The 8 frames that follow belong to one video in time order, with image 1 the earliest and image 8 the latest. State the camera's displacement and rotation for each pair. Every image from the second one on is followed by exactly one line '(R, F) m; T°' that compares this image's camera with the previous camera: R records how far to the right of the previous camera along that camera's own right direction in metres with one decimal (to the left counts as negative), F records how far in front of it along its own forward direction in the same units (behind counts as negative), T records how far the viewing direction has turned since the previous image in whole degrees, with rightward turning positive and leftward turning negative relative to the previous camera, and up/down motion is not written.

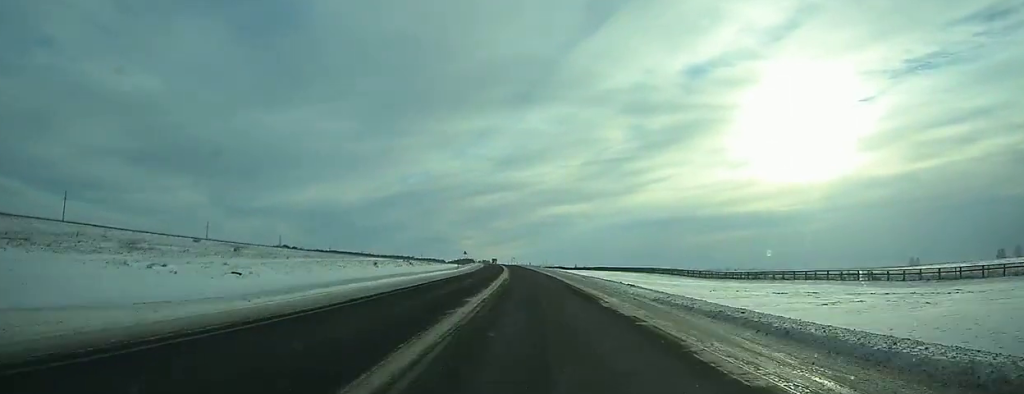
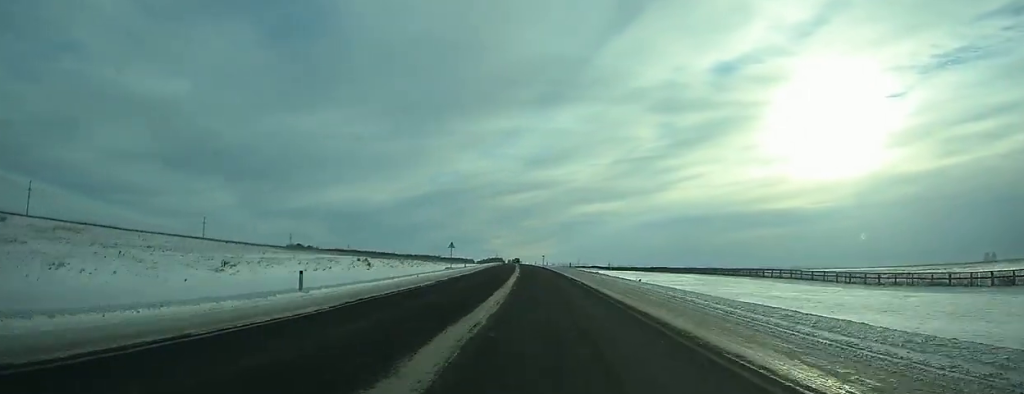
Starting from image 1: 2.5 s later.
(-1.2, +58.3) m; -2°
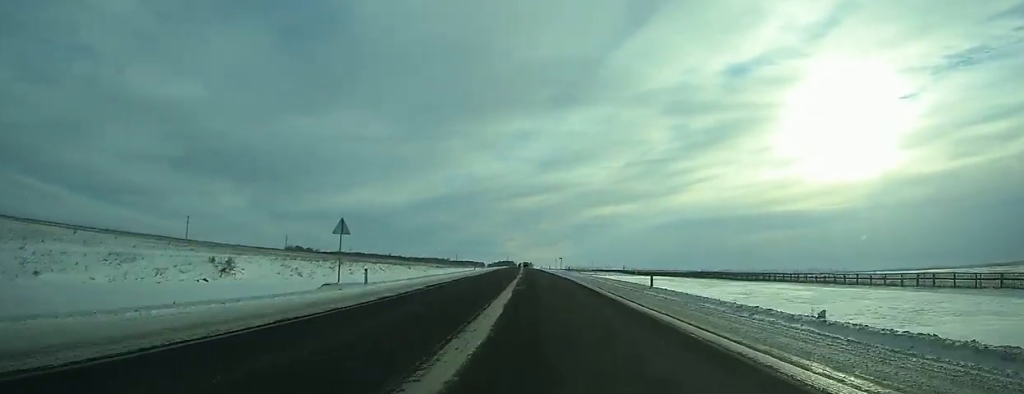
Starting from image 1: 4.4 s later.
(-0.5, +39.2) m; -1°
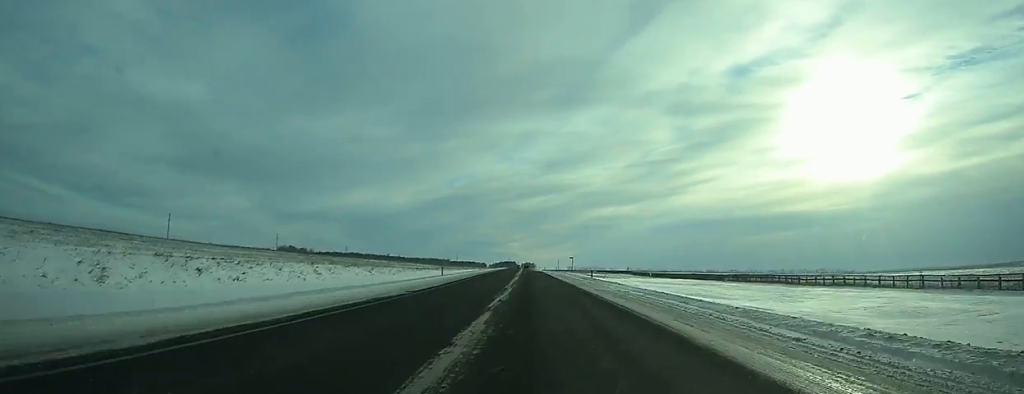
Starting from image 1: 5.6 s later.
(-0.2, +23.9) m; -1°
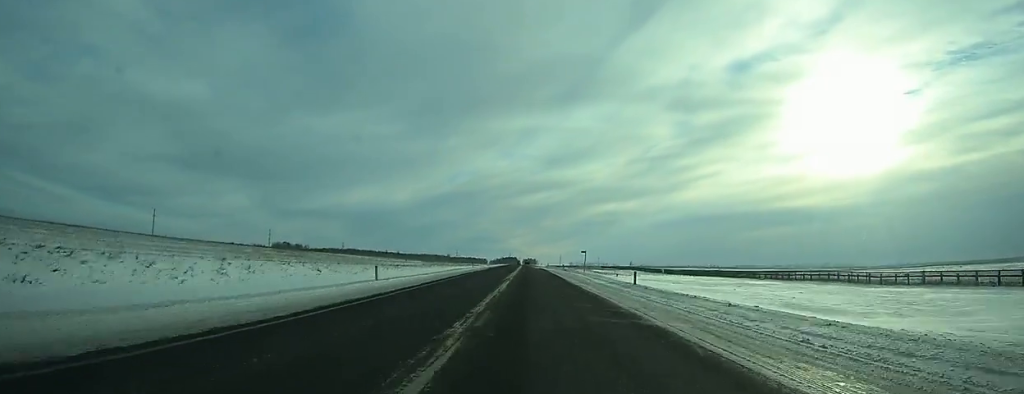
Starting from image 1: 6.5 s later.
(0.0, +17.6) m; 0°
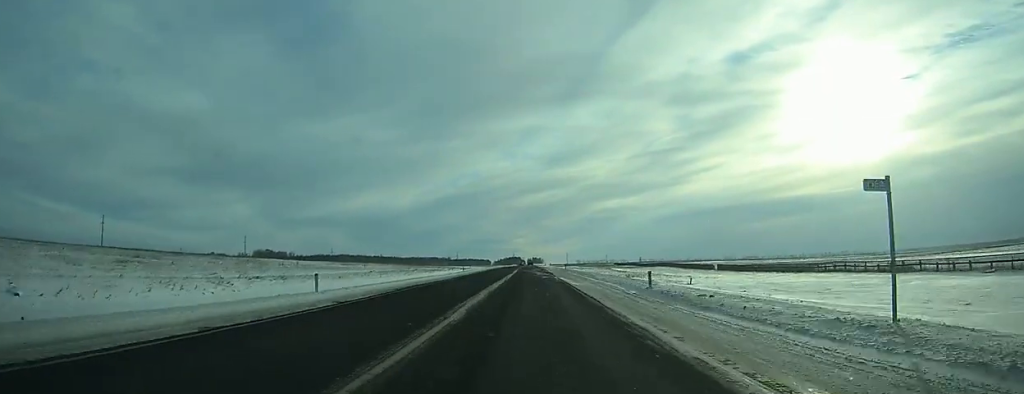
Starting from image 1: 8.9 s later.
(-0.3, +55.0) m; 0°
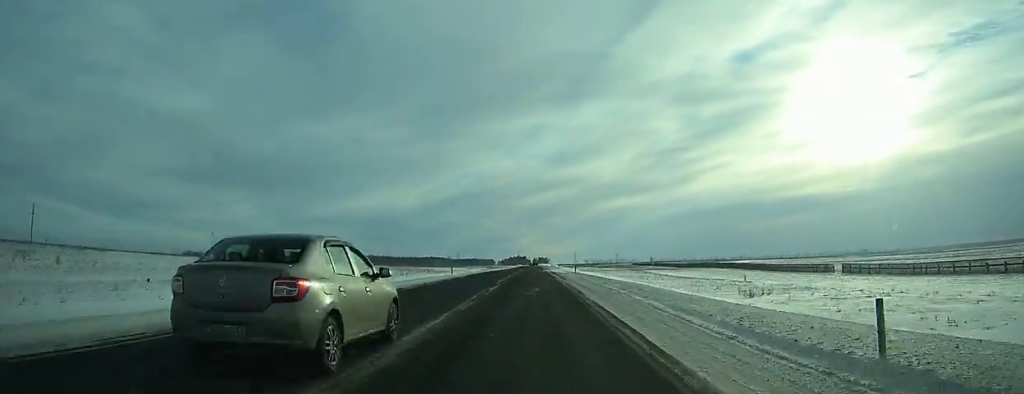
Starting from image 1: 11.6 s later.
(-0.3, +66.2) m; 0°
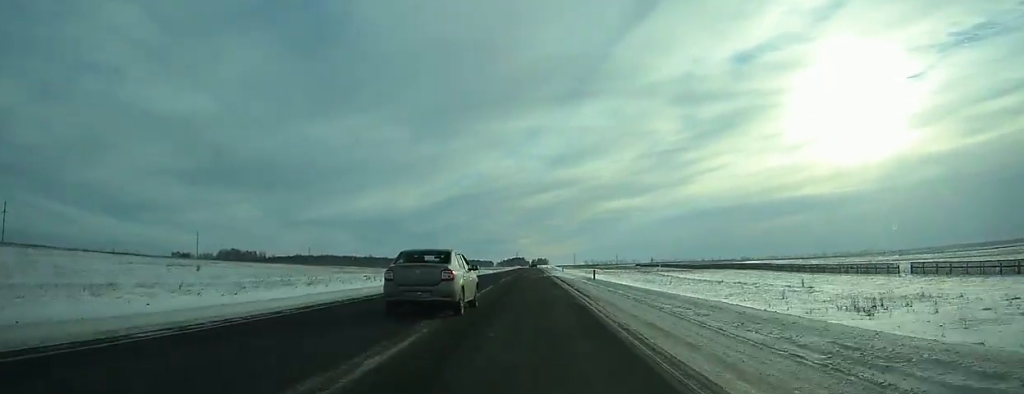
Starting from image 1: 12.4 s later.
(0.0, +20.4) m; 0°
